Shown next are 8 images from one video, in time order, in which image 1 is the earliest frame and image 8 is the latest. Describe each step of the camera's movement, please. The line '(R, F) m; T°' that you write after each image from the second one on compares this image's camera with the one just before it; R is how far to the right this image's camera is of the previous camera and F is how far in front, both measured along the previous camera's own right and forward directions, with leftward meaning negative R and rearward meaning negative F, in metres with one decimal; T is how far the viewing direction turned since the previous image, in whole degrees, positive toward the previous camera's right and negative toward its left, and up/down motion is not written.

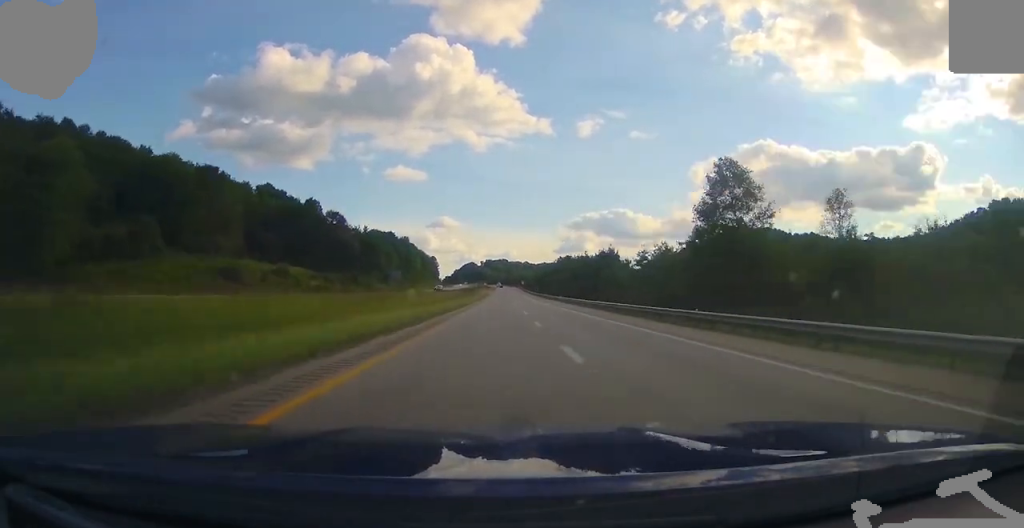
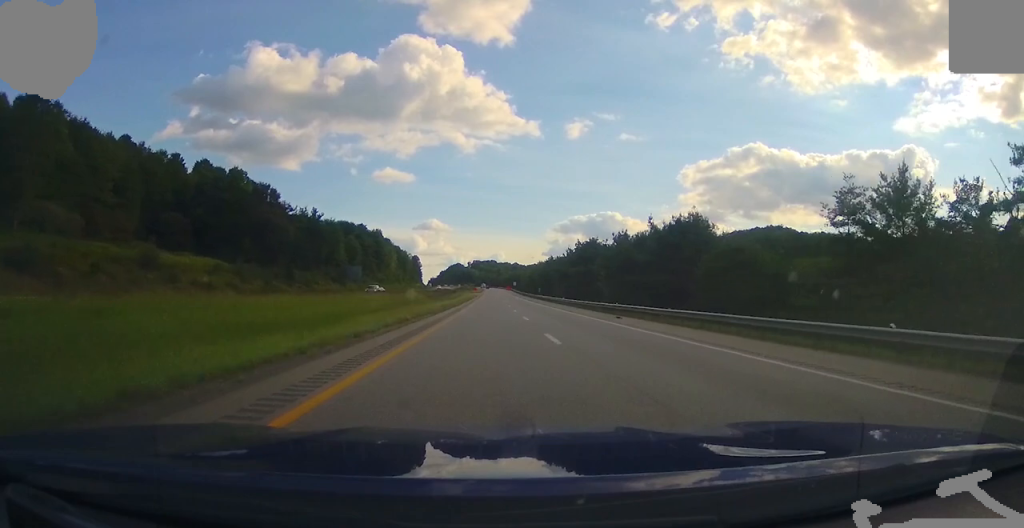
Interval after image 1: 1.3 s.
(-0.3, +46.1) m; 0°
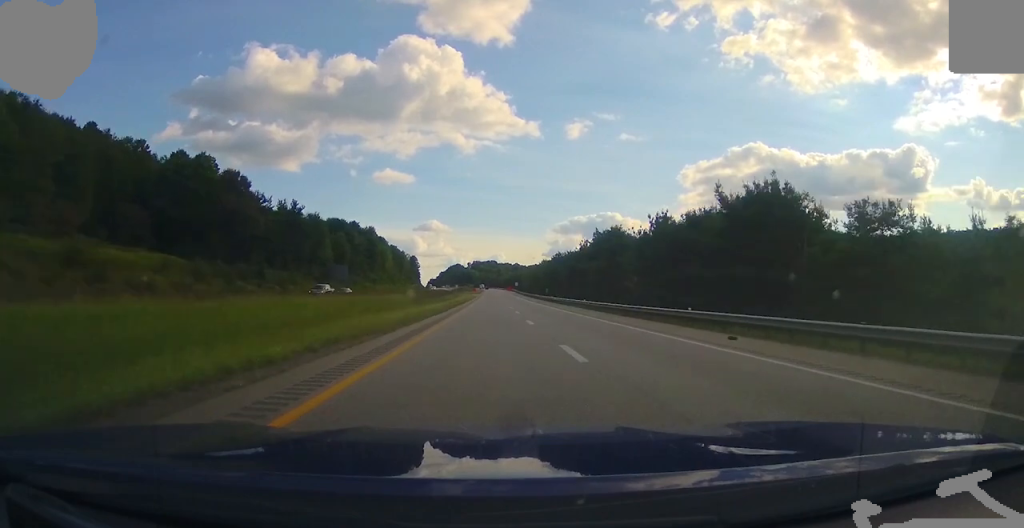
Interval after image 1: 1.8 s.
(0.0, +16.0) m; 0°
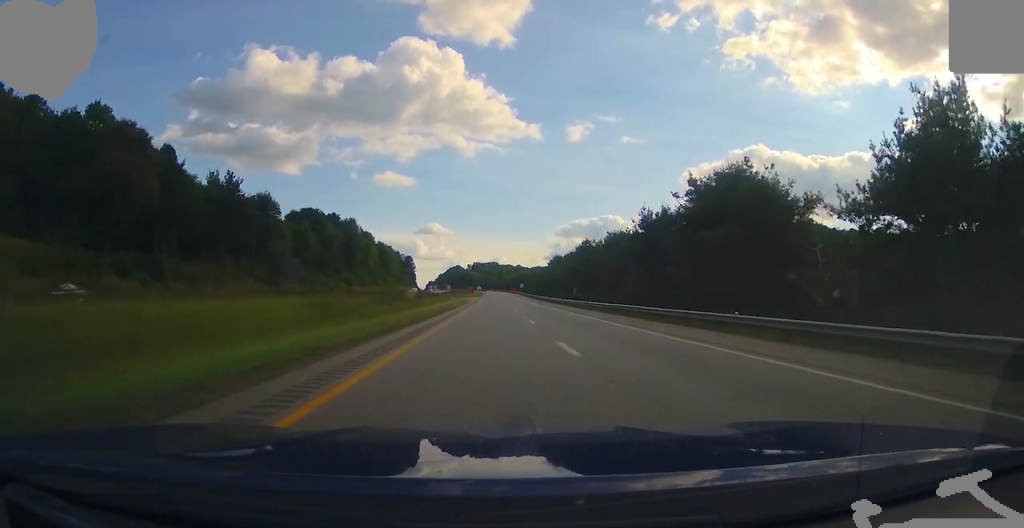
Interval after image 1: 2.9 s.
(0.0, +36.1) m; 0°
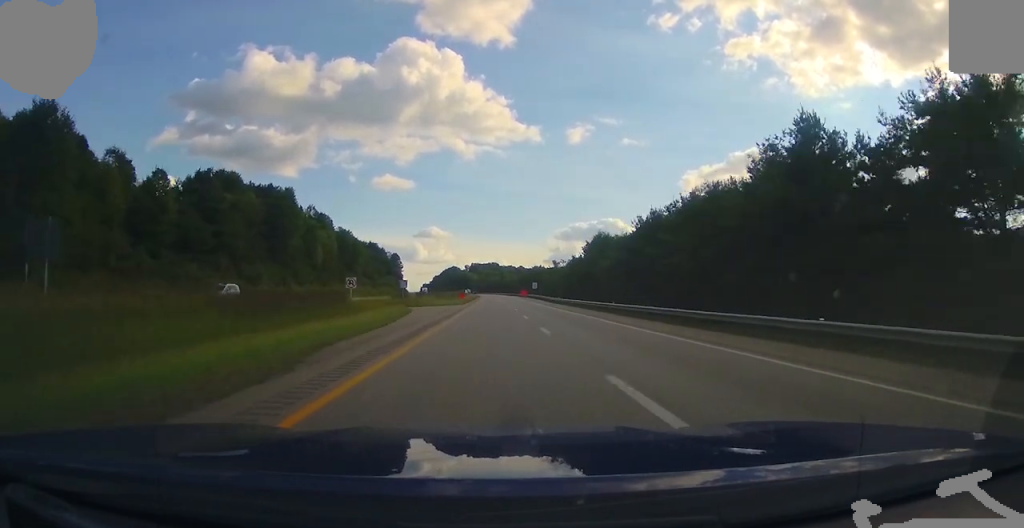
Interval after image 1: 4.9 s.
(+0.3, +66.8) m; 0°
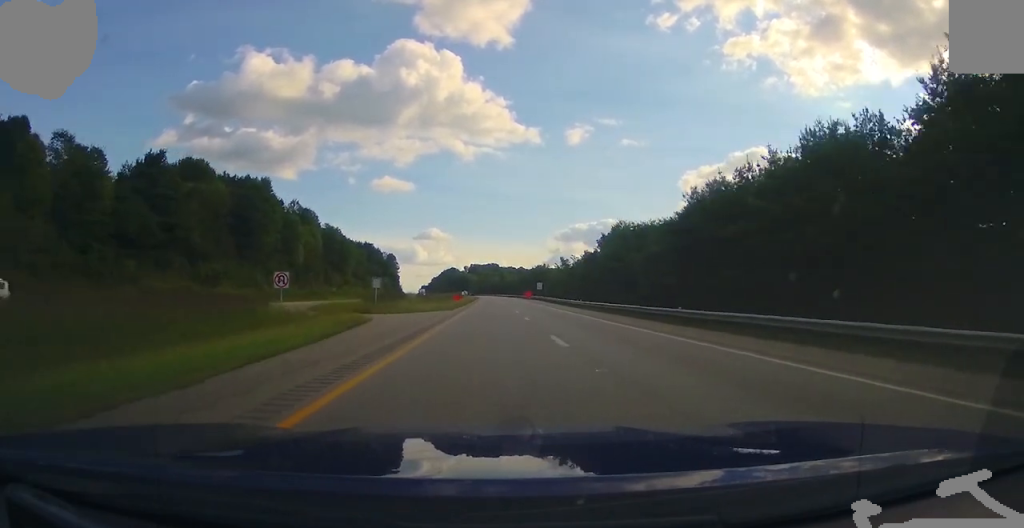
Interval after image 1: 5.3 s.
(0.0, +15.6) m; 0°
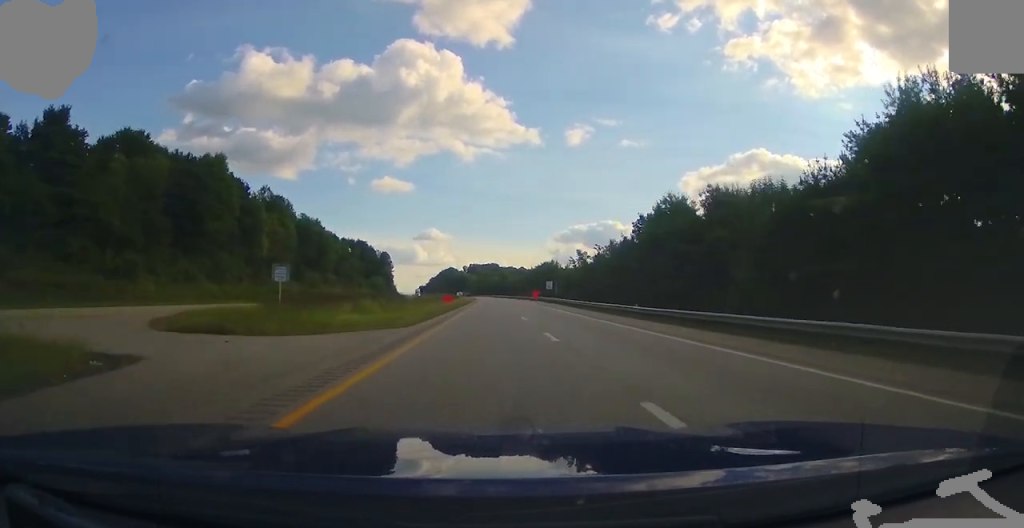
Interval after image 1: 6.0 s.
(0.0, +23.3) m; 0°
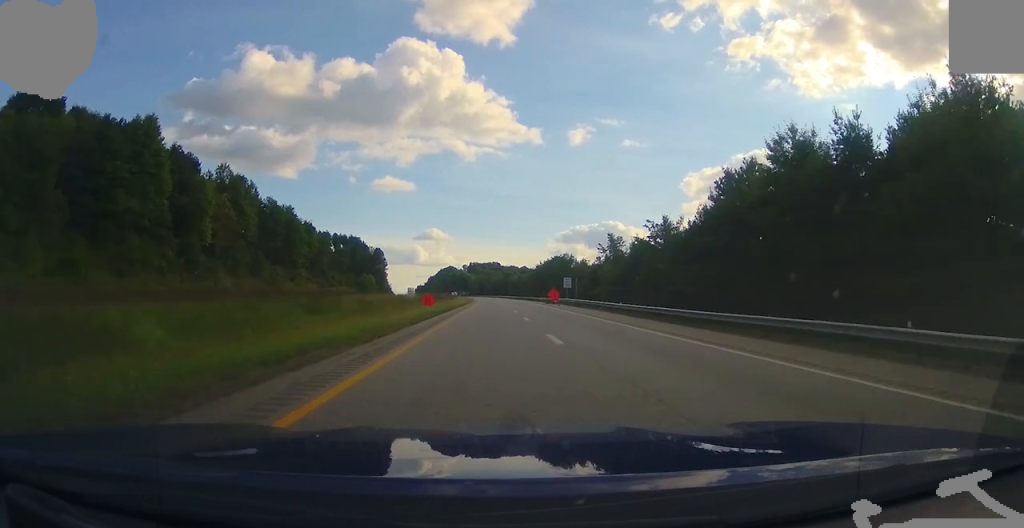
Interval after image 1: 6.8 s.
(0.0, +25.5) m; 0°
